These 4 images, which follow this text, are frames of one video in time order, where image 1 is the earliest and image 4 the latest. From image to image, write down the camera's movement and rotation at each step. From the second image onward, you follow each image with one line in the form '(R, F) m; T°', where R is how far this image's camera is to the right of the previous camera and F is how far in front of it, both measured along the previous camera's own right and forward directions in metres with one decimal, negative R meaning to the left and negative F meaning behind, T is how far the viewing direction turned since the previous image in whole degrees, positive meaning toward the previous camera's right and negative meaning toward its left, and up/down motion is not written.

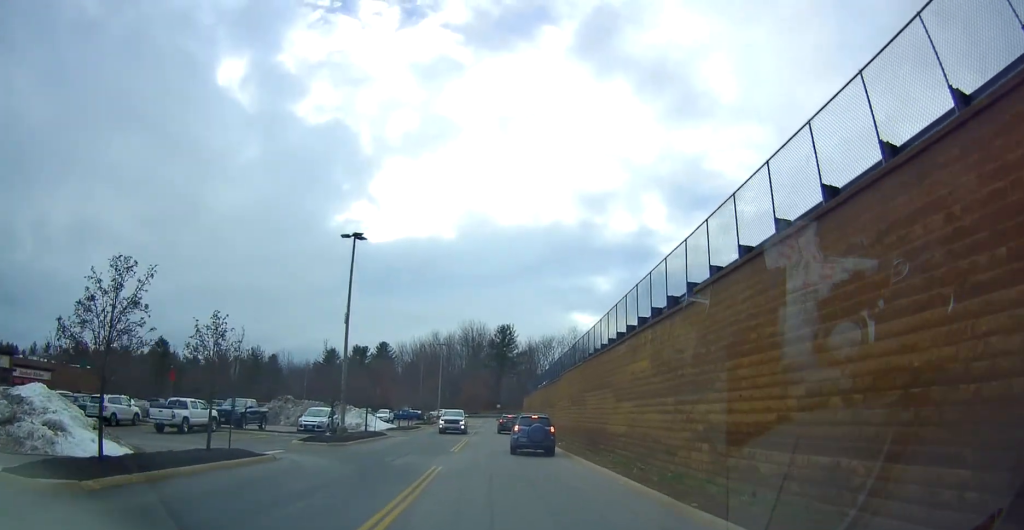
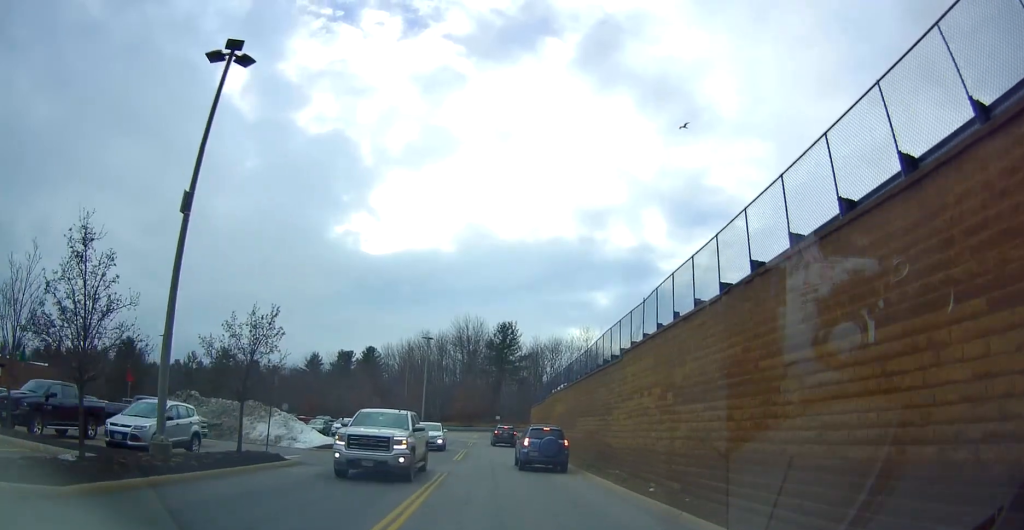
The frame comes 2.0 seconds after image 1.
(-0.4, +19.4) m; -2°
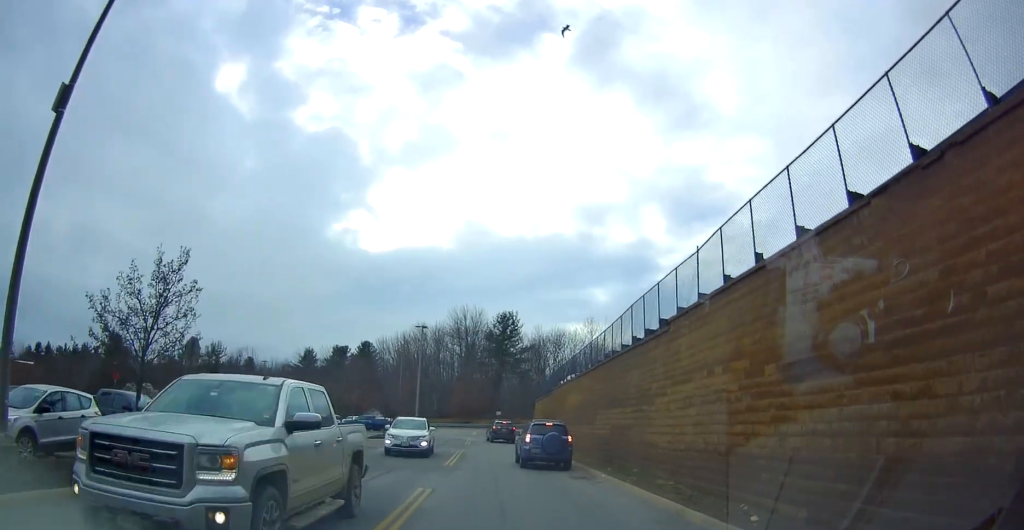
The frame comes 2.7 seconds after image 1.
(0.0, +5.9) m; +1°
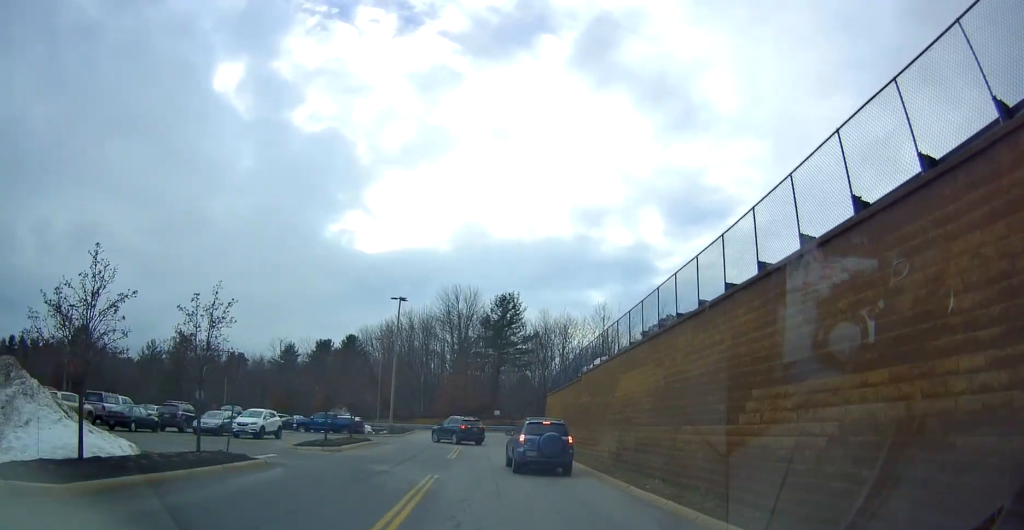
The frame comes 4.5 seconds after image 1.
(+0.3, +15.6) m; -1°
